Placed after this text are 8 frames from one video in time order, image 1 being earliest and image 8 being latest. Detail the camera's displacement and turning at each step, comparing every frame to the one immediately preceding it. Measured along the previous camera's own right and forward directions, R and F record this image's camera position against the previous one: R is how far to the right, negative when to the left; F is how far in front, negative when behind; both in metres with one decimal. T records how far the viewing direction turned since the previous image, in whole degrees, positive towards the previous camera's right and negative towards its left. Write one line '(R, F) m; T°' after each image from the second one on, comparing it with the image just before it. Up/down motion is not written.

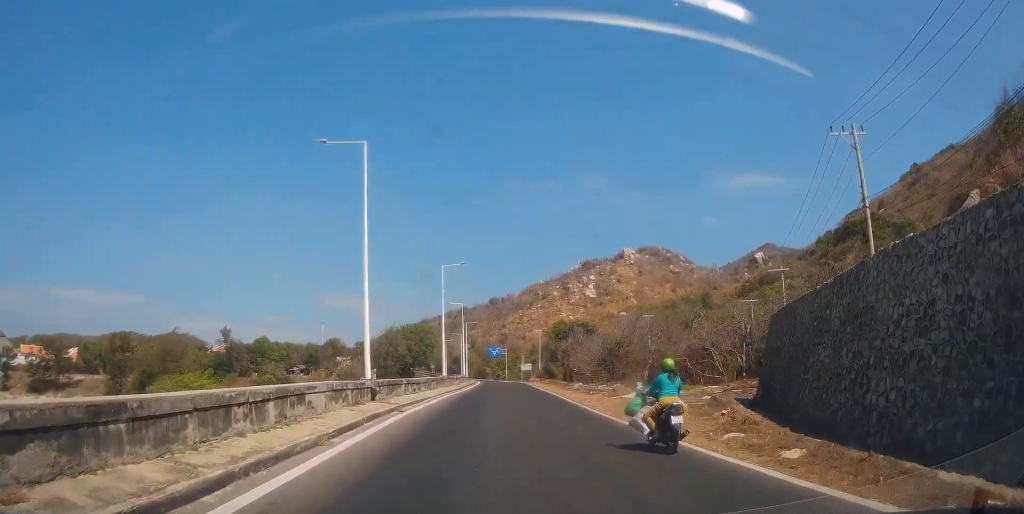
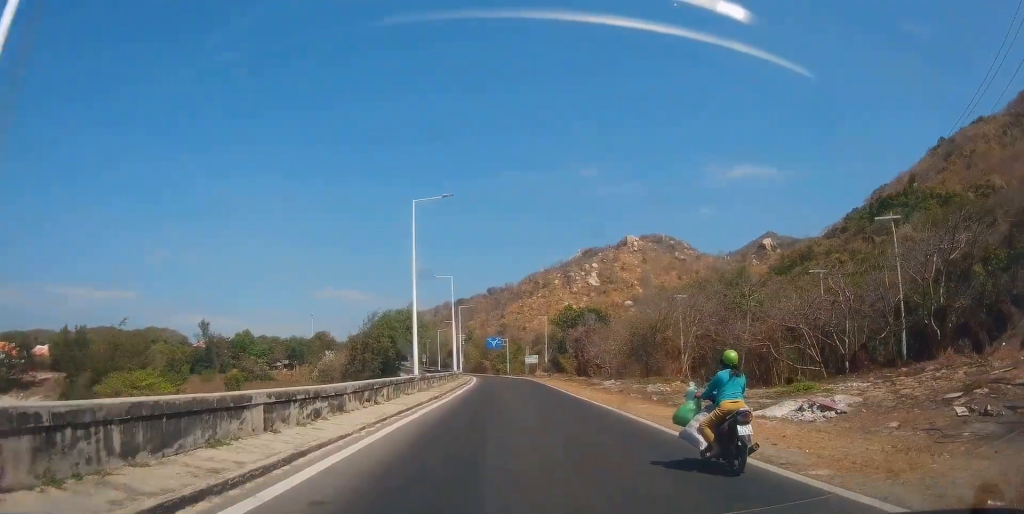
(0.0, +18.0) m; 0°
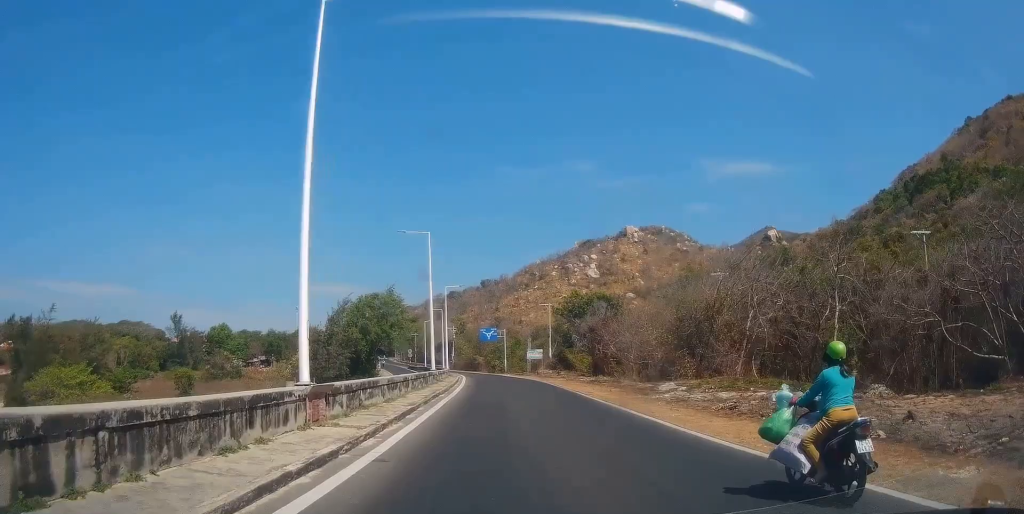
(+0.1, +18.8) m; +1°
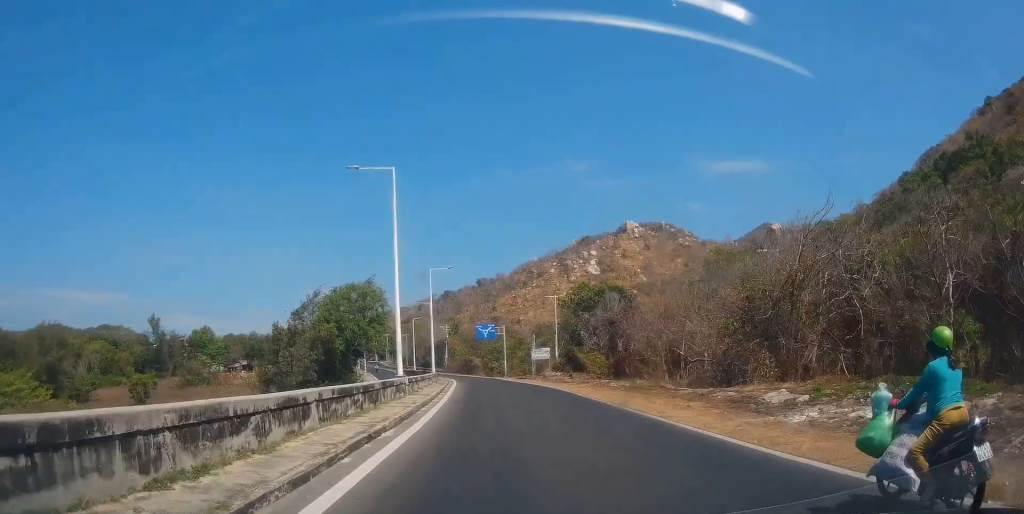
(+0.1, +14.3) m; +1°
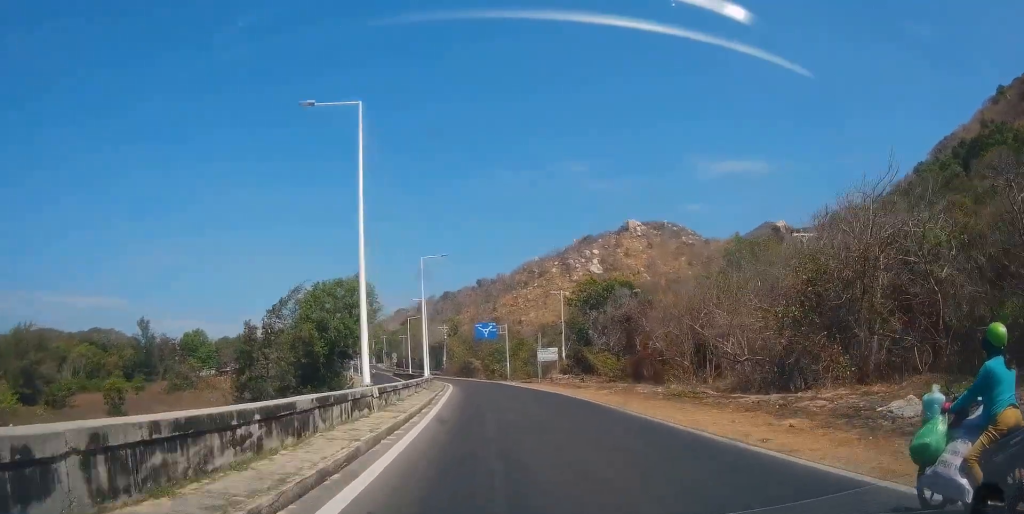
(+0.1, +7.7) m; 0°
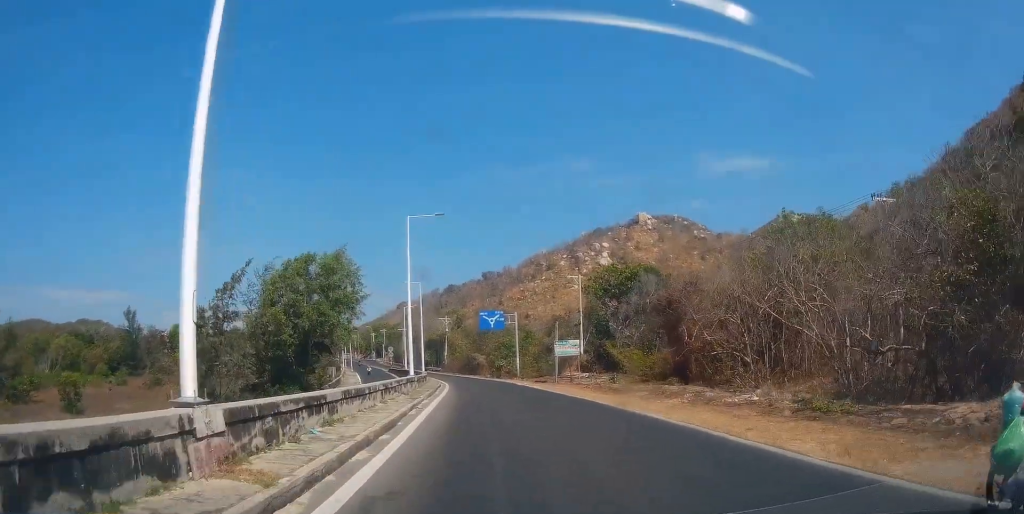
(-0.1, +12.2) m; 0°
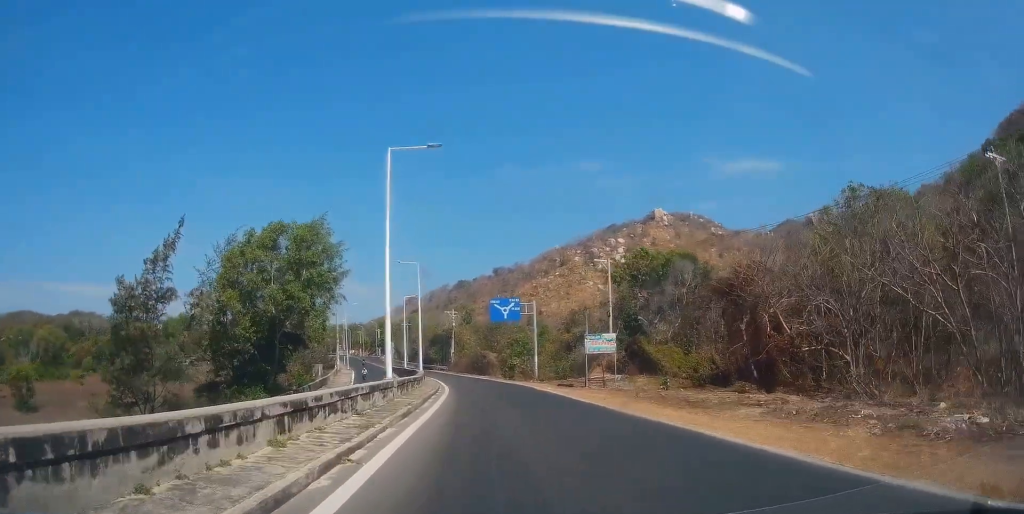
(+0.1, +11.7) m; +3°
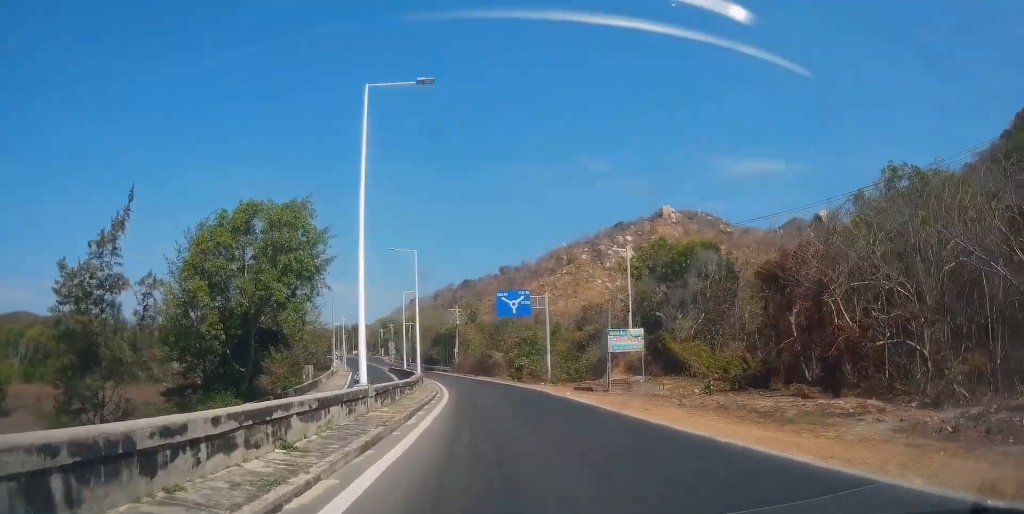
(+0.3, +6.2) m; -2°
